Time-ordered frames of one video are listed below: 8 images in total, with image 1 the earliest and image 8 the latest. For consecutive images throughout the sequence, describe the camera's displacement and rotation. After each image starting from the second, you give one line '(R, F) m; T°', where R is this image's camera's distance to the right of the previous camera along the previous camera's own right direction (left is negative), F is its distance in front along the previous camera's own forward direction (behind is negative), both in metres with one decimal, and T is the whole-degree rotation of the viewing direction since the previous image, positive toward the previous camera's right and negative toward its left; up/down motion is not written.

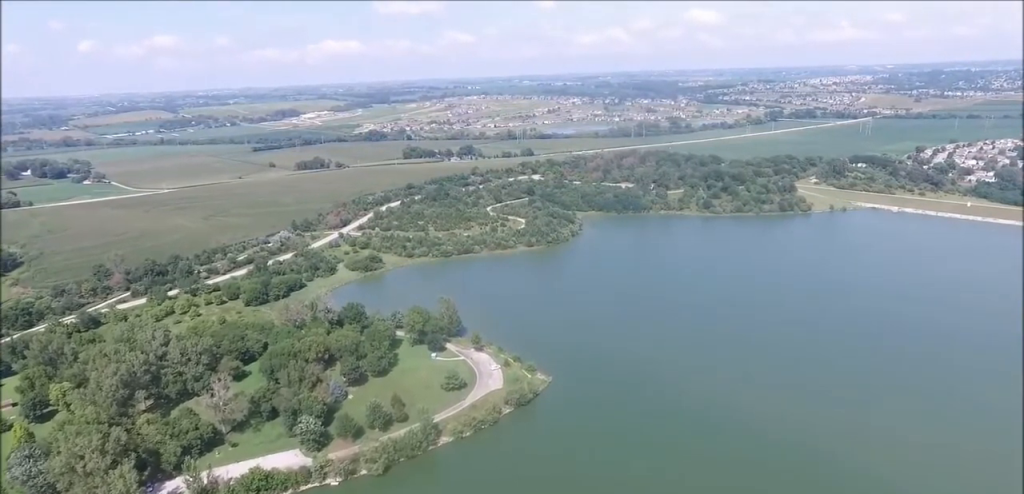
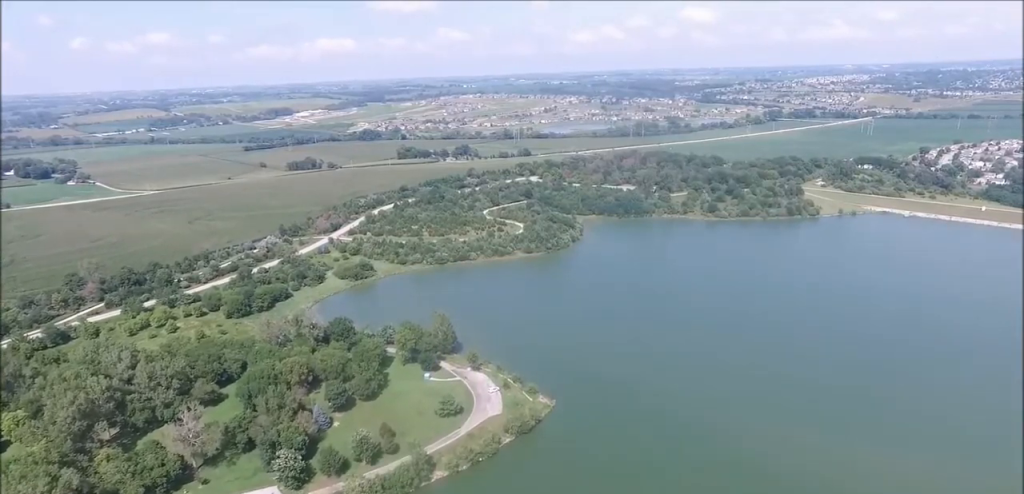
(+0.1, +23.5) m; 0°
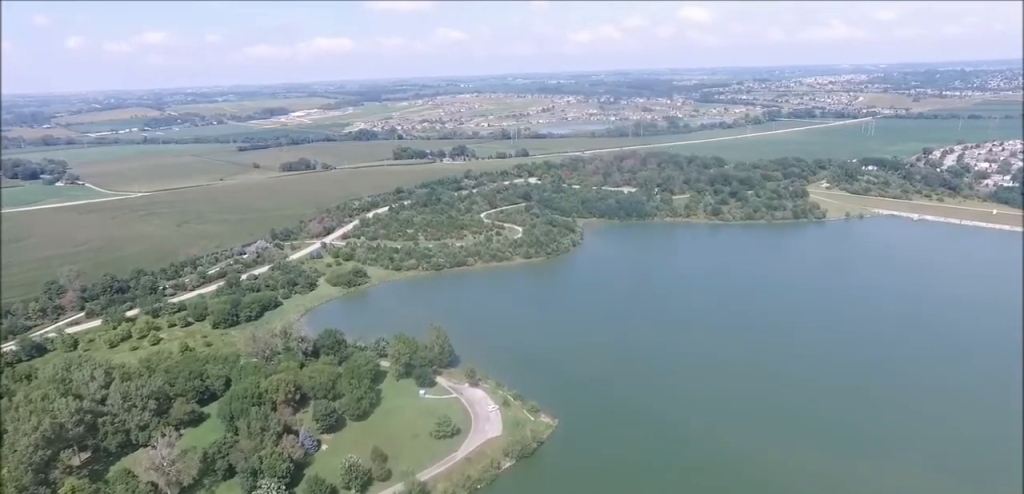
(+0.1, +15.7) m; 0°
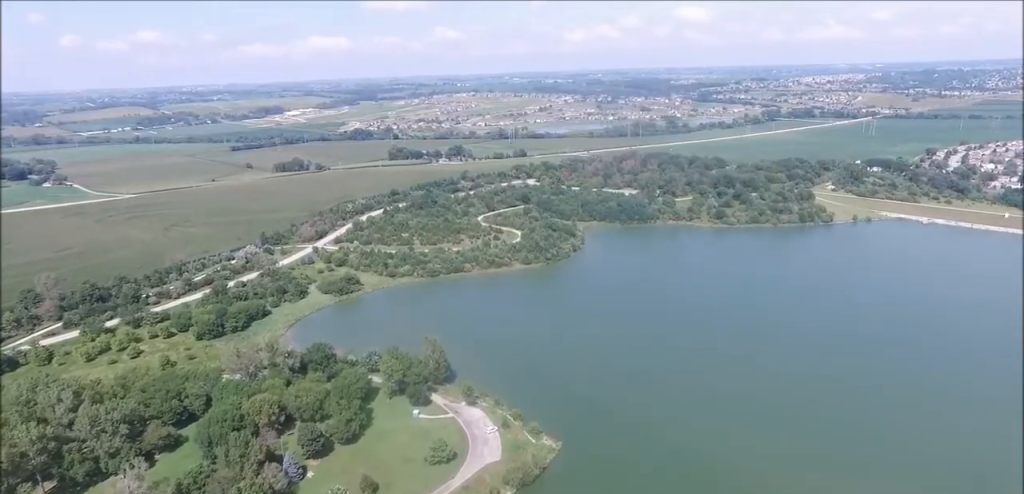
(+0.1, +16.2) m; 0°
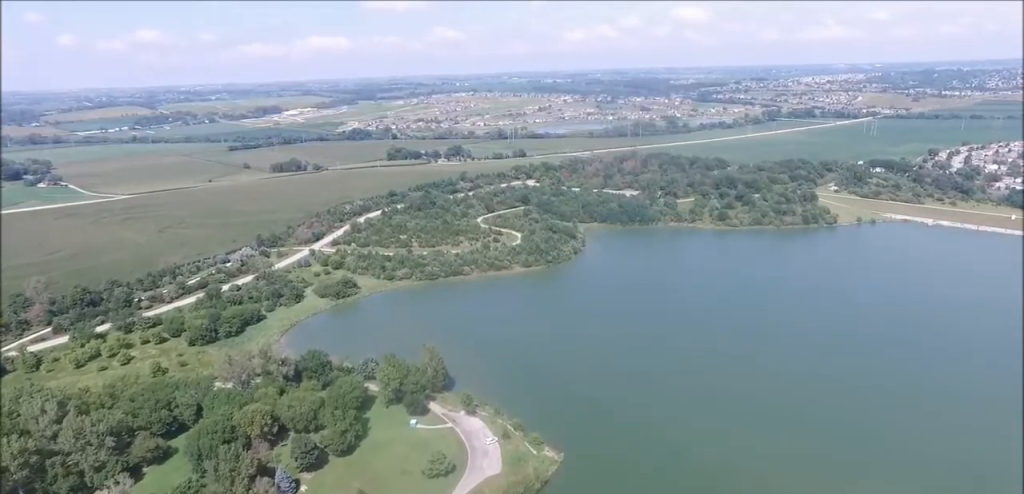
(0.0, +7.6) m; 0°
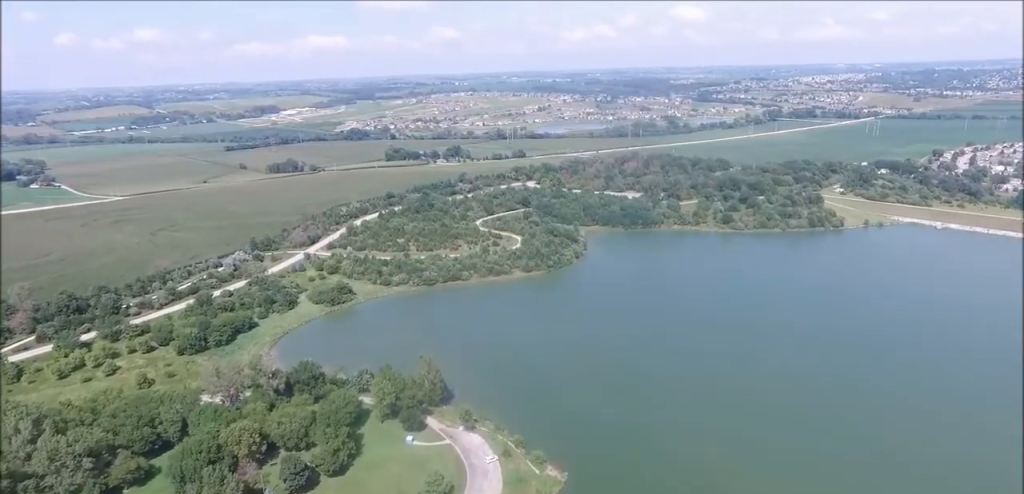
(0.0, +11.6) m; 0°
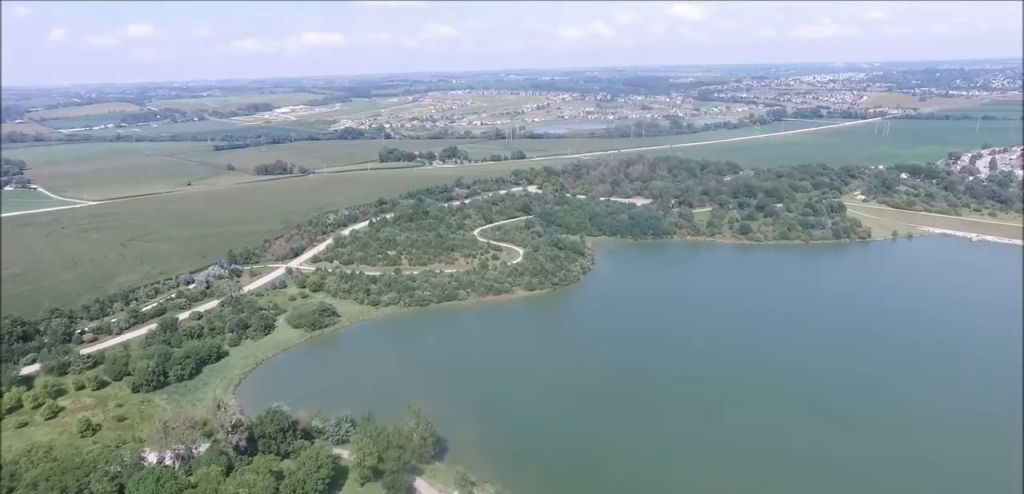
(+0.5, +40.4) m; +1°
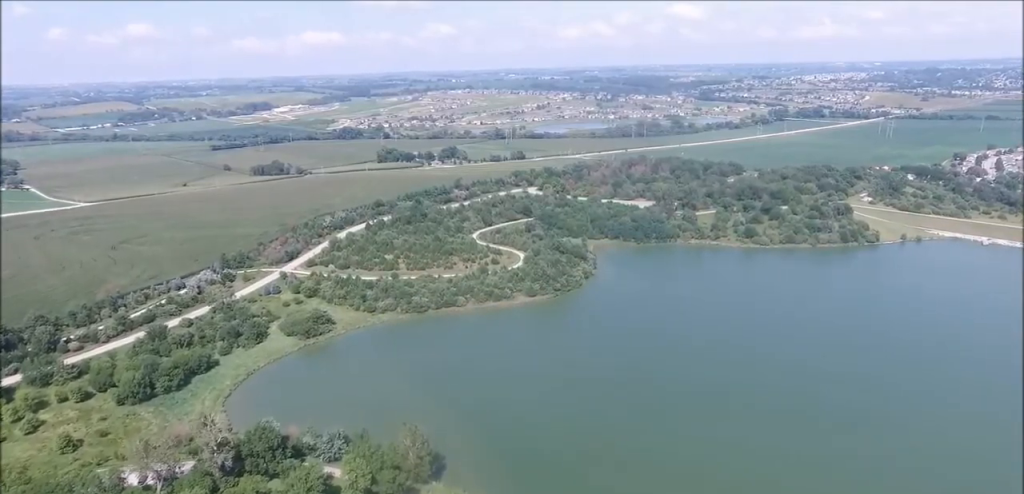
(+0.1, +10.8) m; 0°
